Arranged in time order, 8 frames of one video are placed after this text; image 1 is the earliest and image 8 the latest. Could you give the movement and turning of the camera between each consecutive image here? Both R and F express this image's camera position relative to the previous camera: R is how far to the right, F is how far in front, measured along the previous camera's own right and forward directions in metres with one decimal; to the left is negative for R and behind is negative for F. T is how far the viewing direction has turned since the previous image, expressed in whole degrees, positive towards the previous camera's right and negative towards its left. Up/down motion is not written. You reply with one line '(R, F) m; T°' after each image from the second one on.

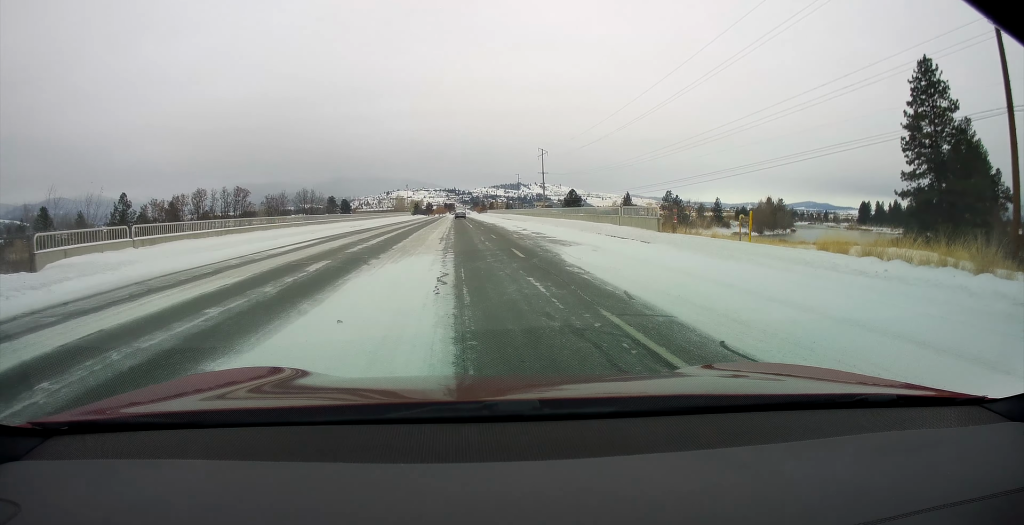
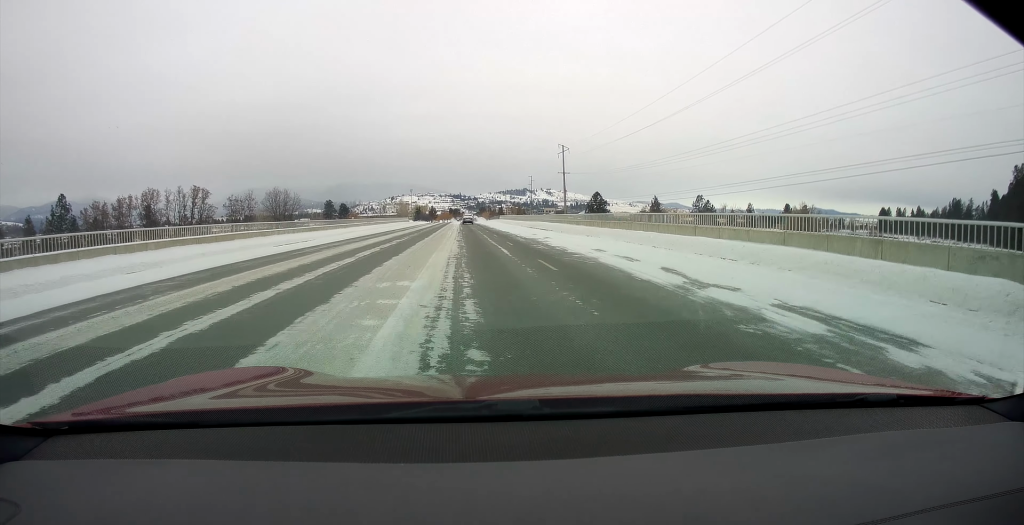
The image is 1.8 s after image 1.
(+0.9, +29.2) m; +1°
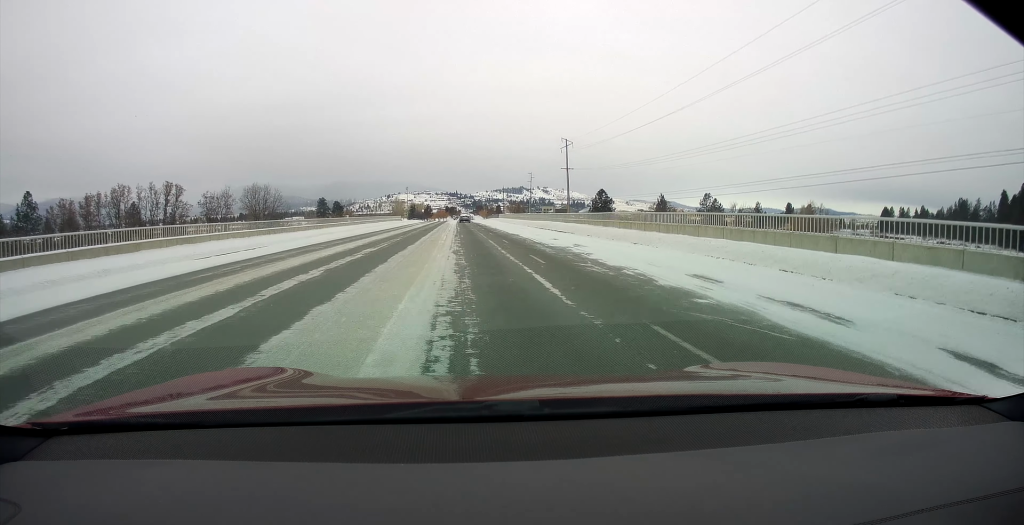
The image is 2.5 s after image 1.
(+0.1, +10.8) m; -2°
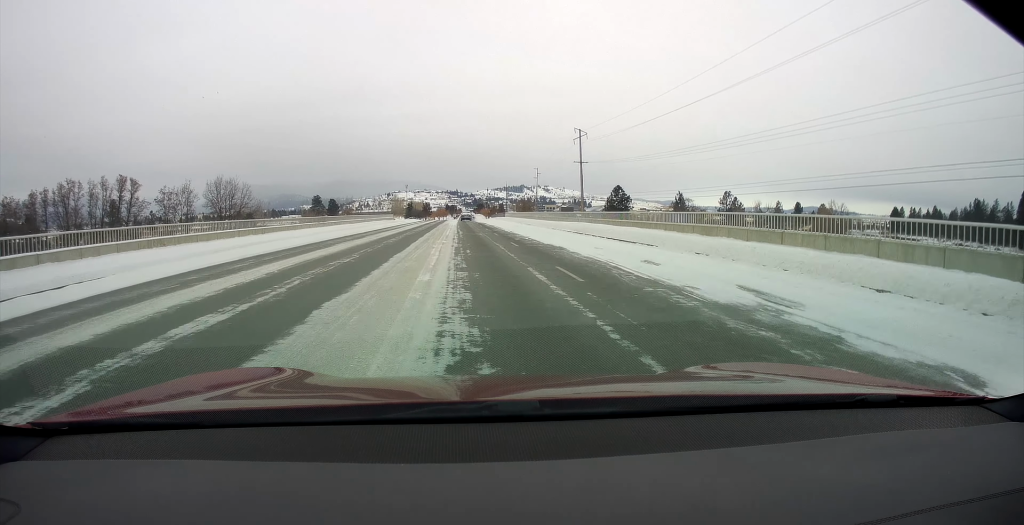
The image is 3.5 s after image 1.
(-0.6, +16.8) m; -1°
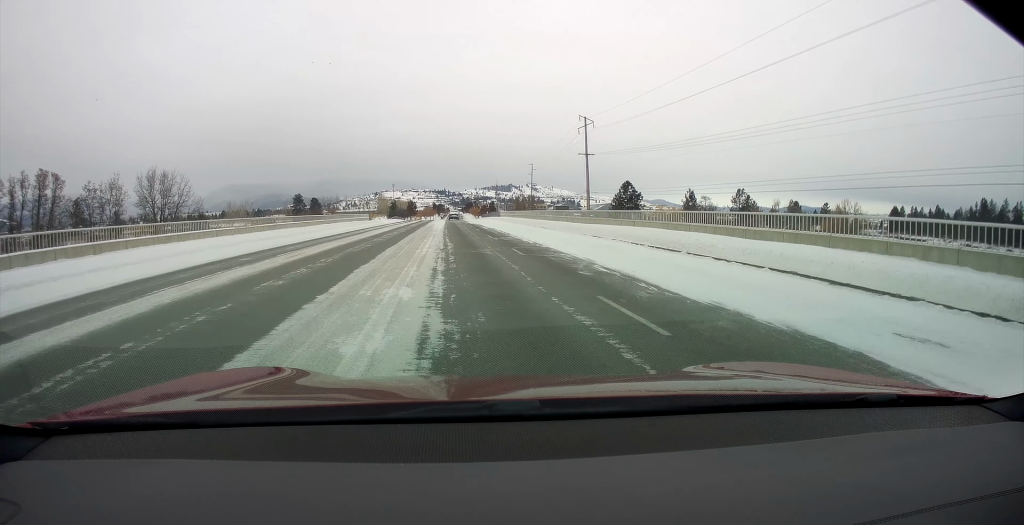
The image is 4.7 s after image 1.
(+0.5, +18.5) m; +2°
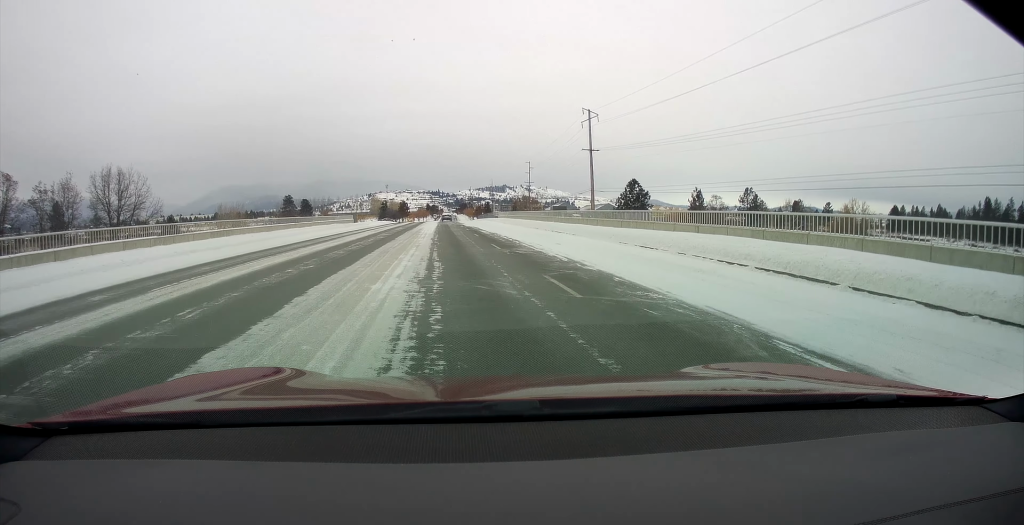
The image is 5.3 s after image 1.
(+0.3, +9.8) m; -1°
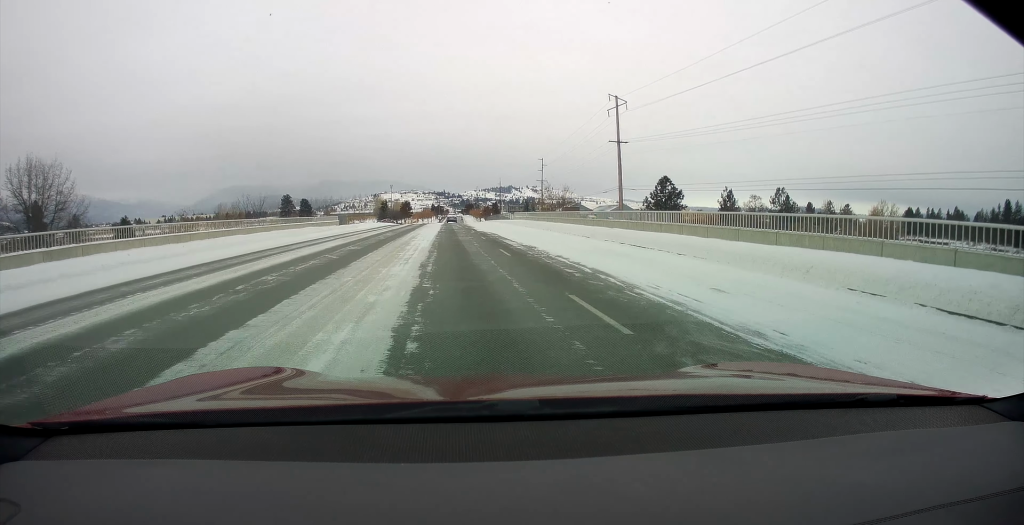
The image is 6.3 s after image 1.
(-0.6, +15.6) m; 0°
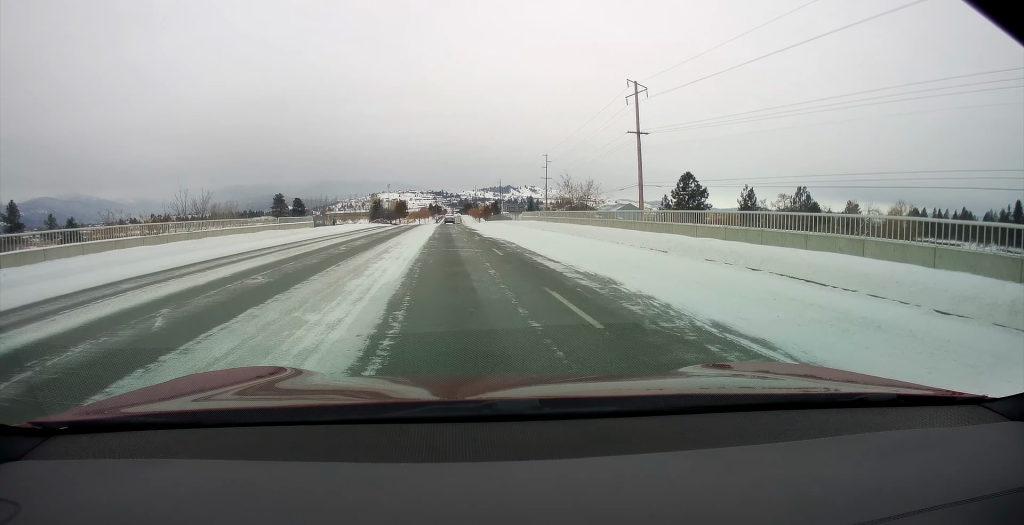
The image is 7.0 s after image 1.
(+0.5, +11.7) m; +2°
